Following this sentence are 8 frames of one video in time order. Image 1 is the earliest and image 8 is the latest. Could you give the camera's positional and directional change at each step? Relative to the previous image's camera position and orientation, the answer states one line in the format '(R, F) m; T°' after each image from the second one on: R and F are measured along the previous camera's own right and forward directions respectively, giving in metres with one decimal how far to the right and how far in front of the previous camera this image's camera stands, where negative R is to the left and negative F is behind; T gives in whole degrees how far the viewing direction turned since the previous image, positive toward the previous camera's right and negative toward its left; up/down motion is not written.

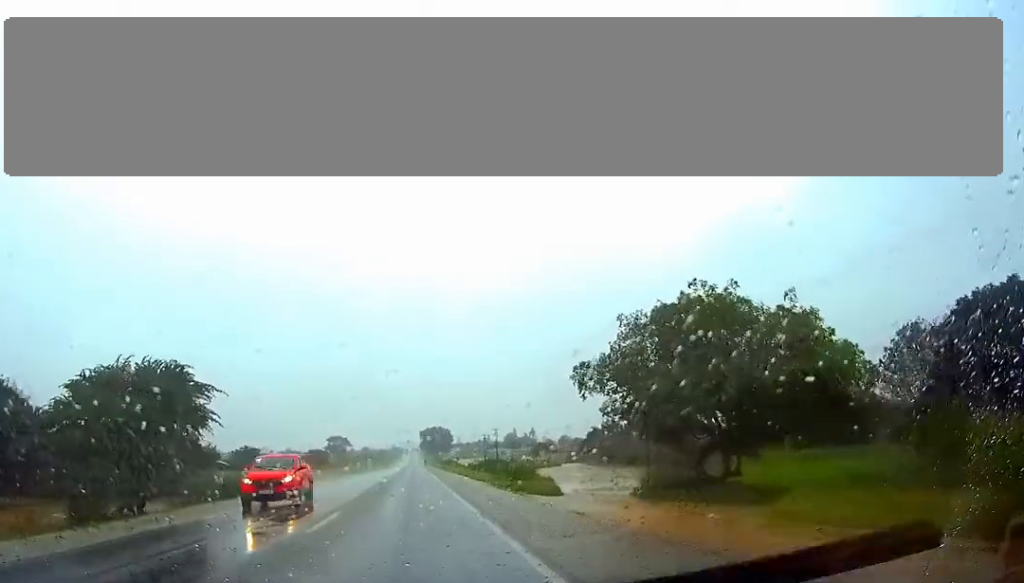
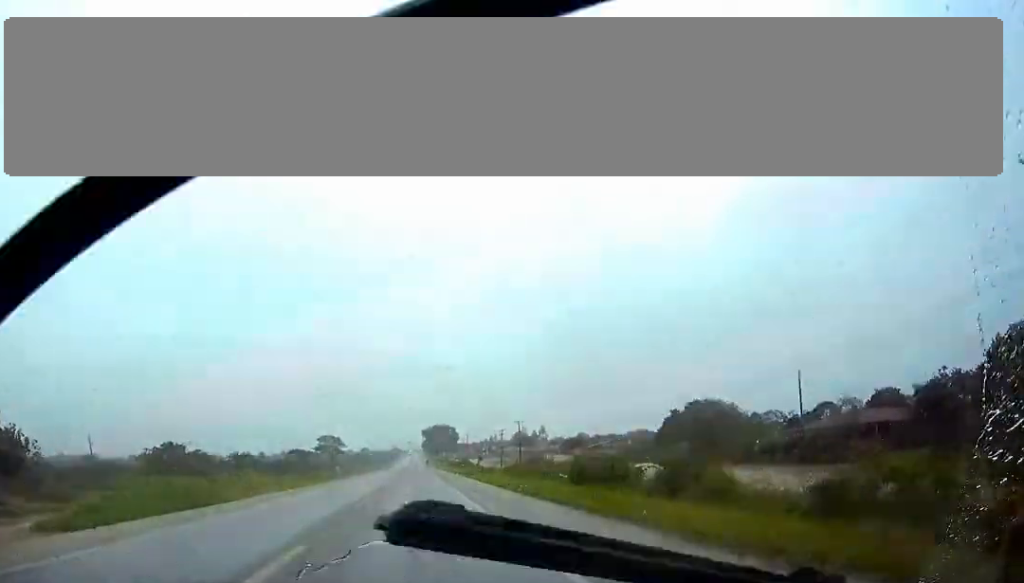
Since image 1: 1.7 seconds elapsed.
(0.0, +43.2) m; 0°
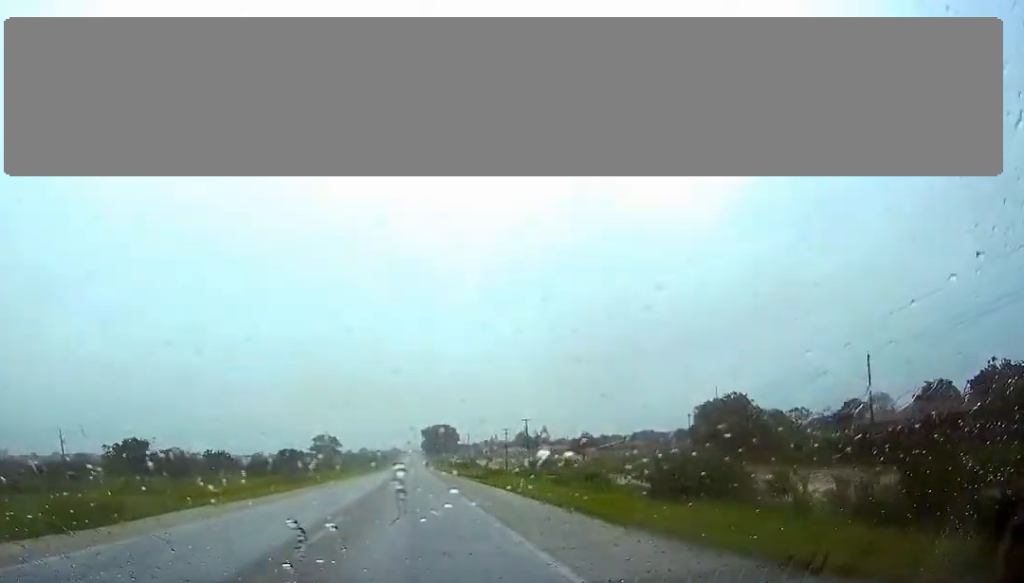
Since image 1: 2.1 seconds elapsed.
(0.0, +12.2) m; 0°
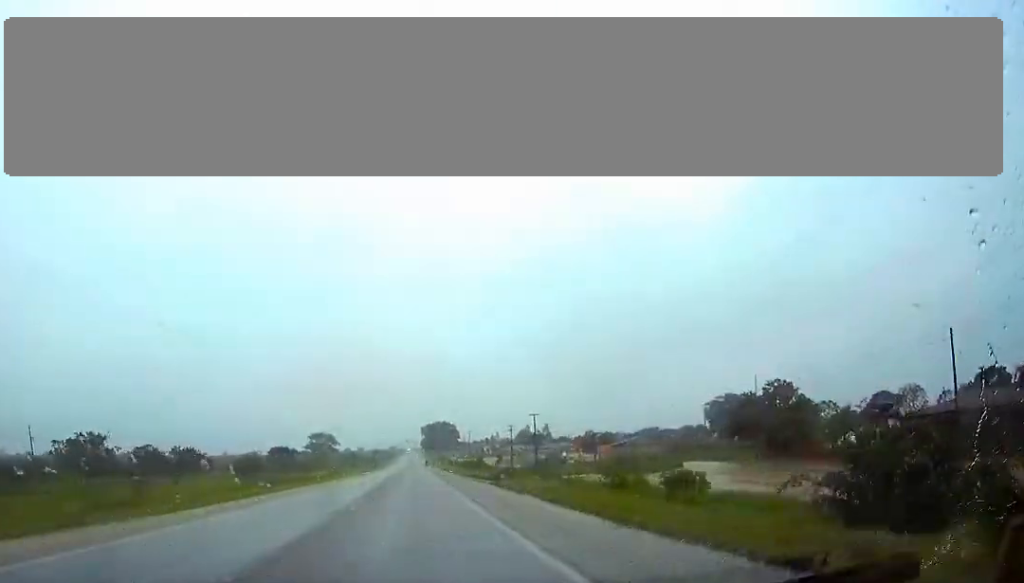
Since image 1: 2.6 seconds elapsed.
(0.0, +11.3) m; 0°
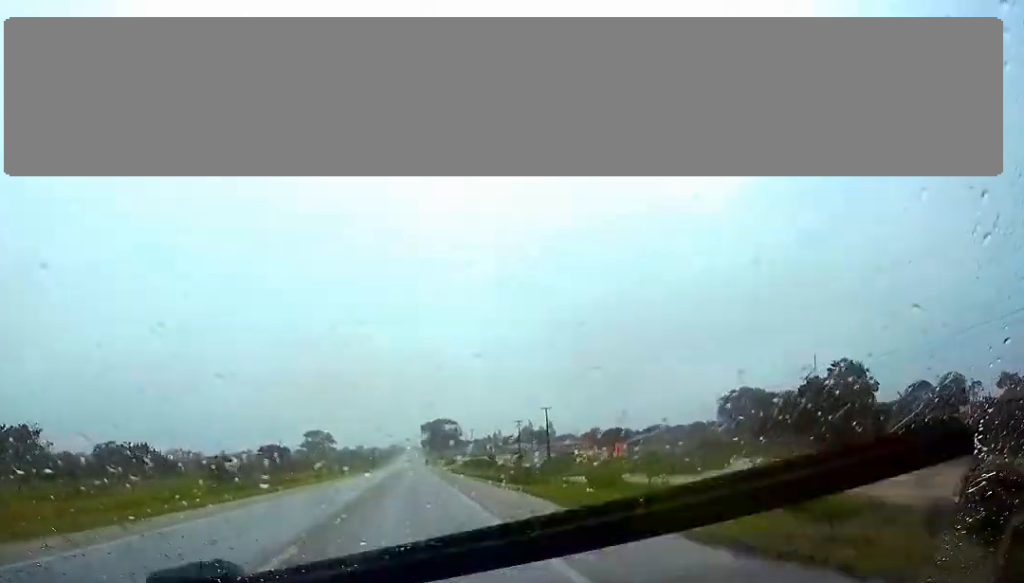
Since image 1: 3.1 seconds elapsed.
(0.0, +13.1) m; 0°
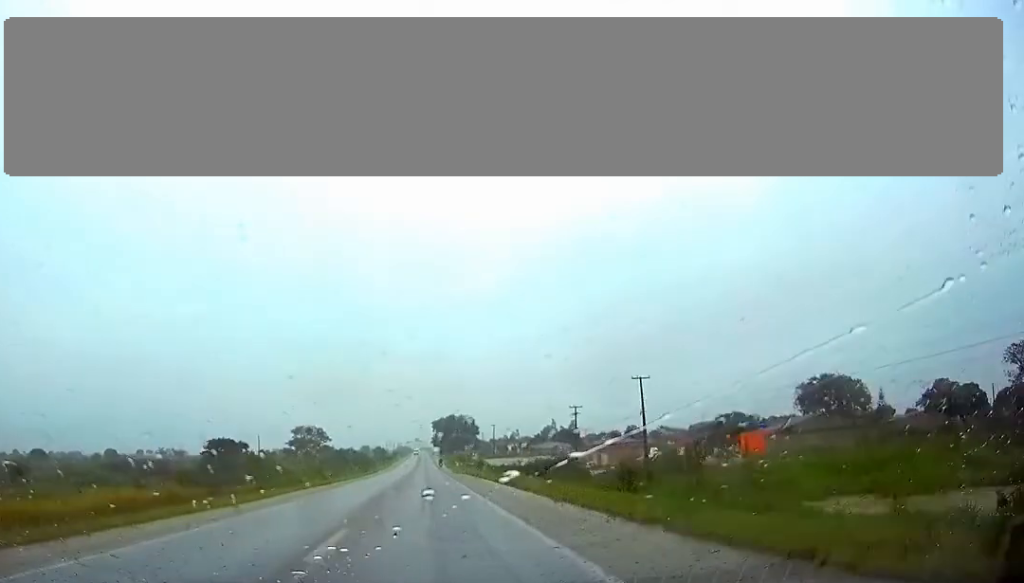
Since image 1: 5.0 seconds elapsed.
(-0.3, +50.8) m; 0°
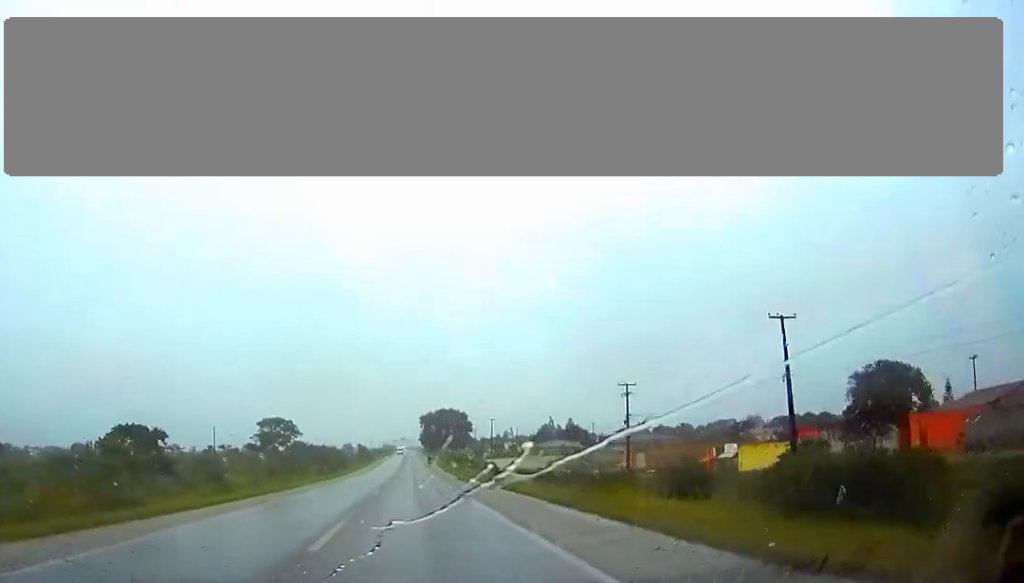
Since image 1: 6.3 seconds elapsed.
(0.0, +35.1) m; 0°
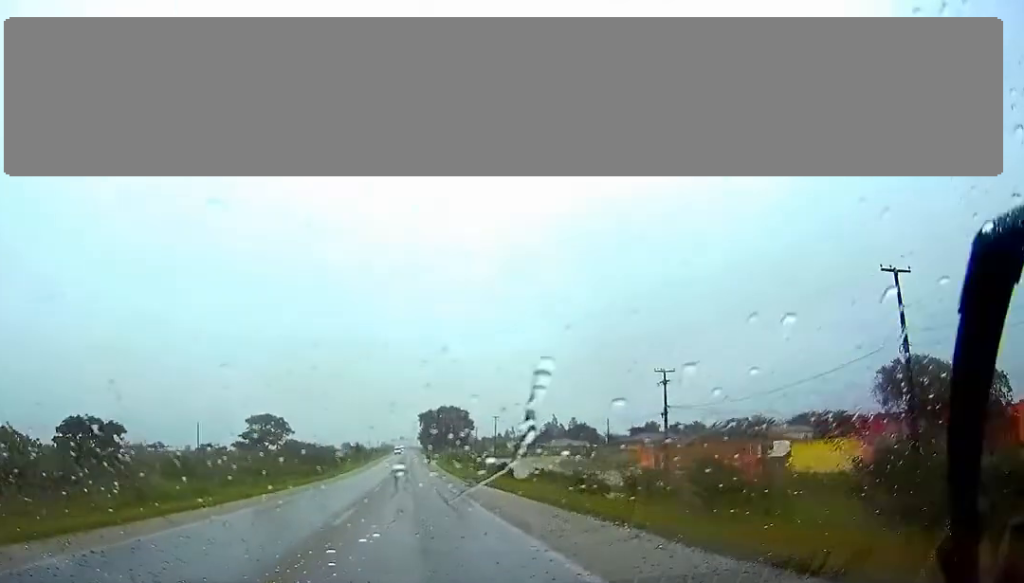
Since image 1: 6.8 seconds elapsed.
(+0.1, +13.1) m; 0°
